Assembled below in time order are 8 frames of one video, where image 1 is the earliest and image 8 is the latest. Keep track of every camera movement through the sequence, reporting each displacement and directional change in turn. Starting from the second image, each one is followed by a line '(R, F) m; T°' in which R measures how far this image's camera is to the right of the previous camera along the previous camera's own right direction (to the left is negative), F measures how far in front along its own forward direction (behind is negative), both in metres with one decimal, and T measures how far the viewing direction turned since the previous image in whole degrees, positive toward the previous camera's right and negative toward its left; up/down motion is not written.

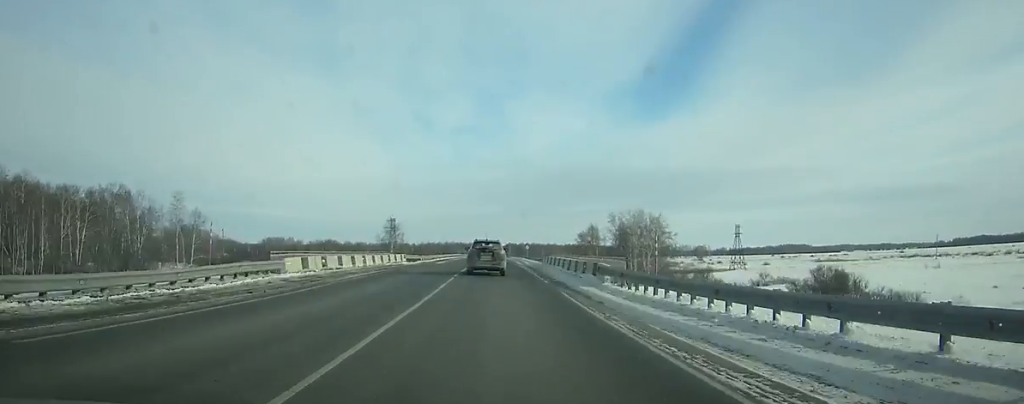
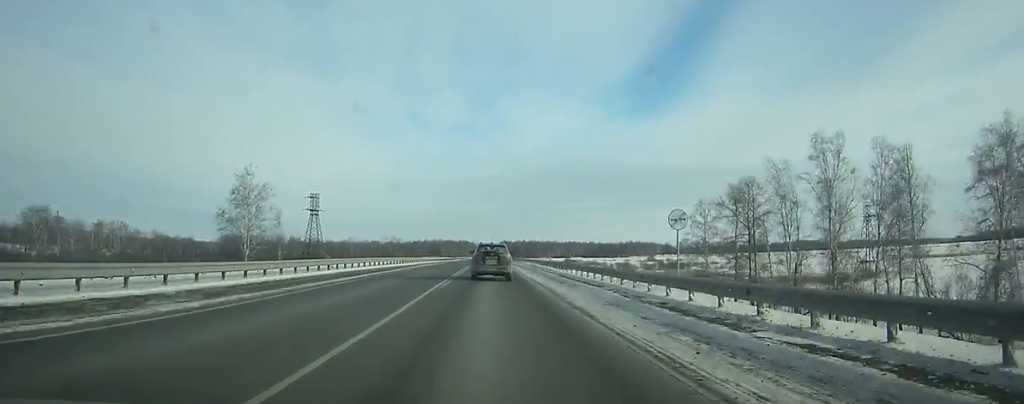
(+0.3, +106.1) m; 0°
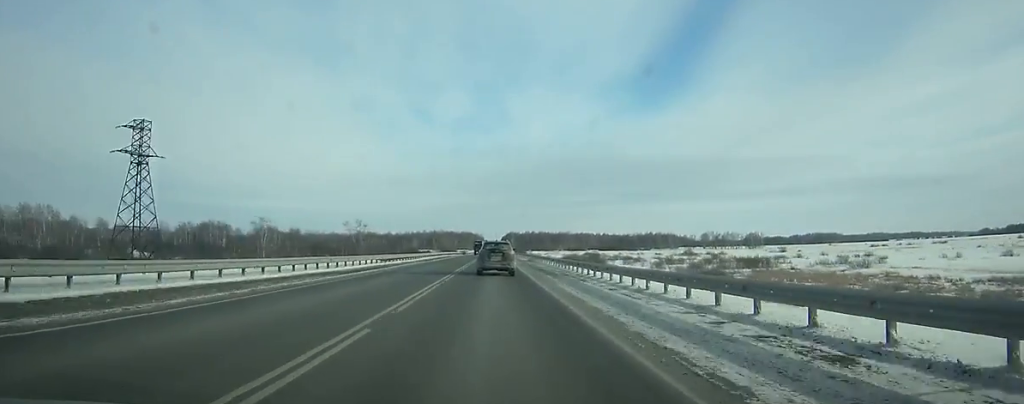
(-0.1, +80.1) m; 0°
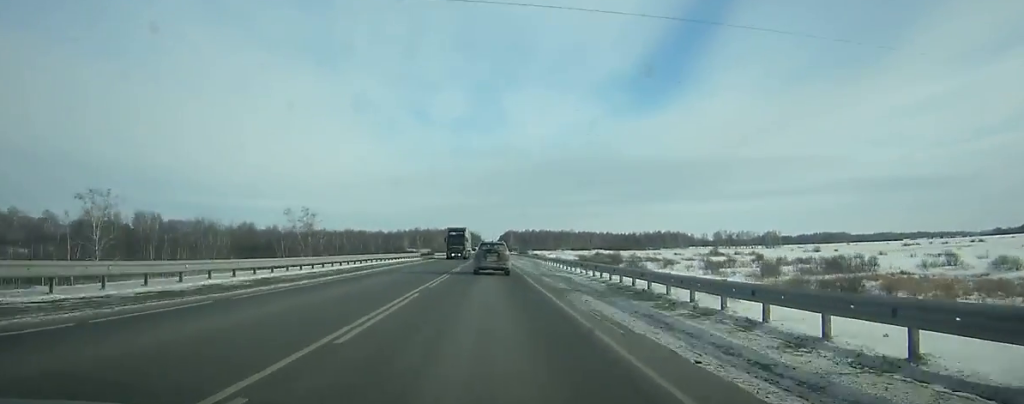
(-0.1, +52.4) m; 0°
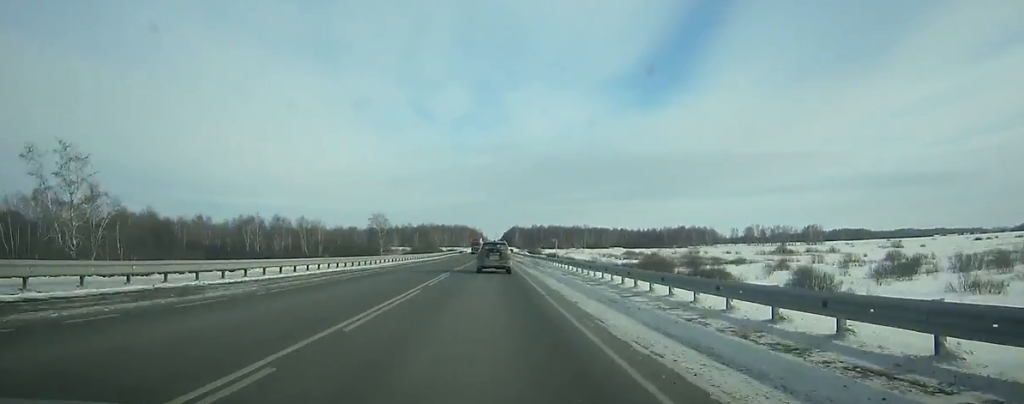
(-0.2, +82.8) m; 0°
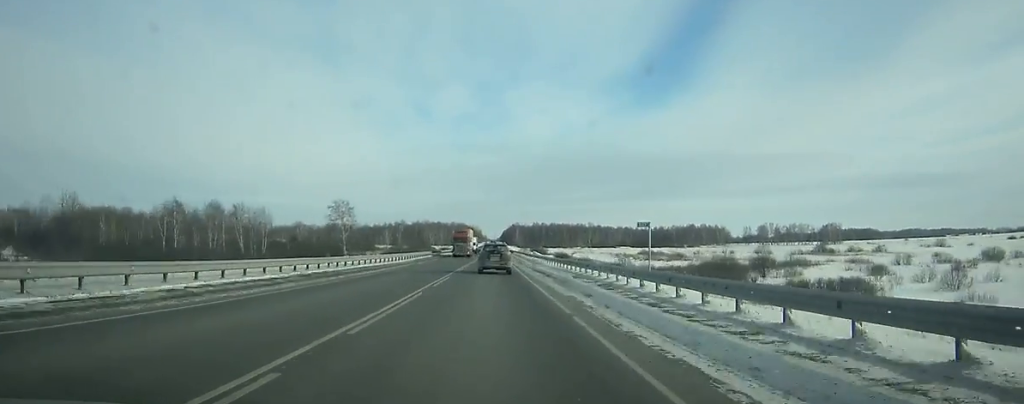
(0.0, +35.4) m; 0°
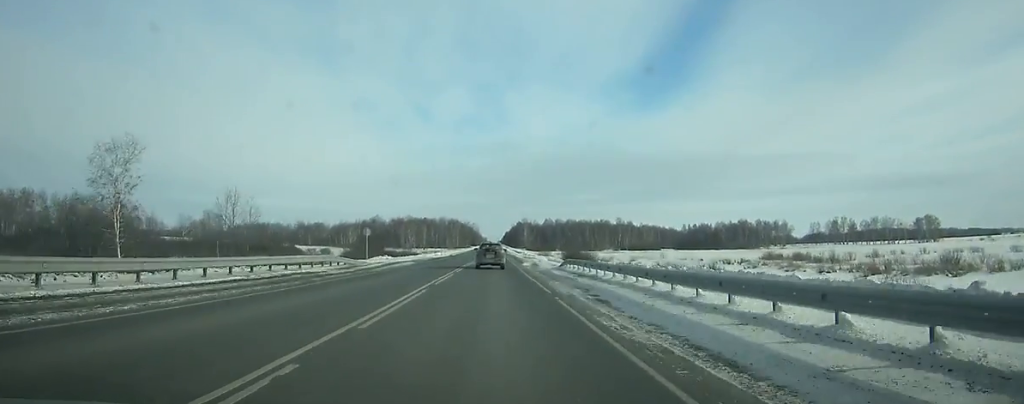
(+0.4, +133.2) m; 0°
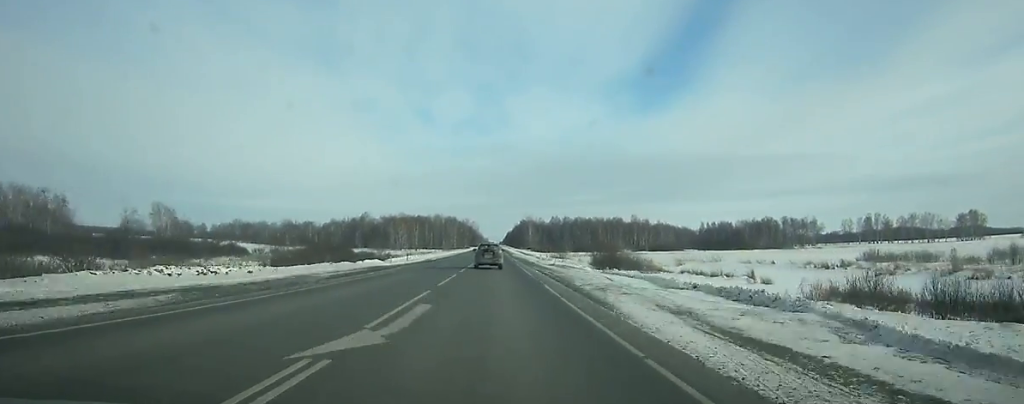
(-0.3, +44.4) m; 0°
